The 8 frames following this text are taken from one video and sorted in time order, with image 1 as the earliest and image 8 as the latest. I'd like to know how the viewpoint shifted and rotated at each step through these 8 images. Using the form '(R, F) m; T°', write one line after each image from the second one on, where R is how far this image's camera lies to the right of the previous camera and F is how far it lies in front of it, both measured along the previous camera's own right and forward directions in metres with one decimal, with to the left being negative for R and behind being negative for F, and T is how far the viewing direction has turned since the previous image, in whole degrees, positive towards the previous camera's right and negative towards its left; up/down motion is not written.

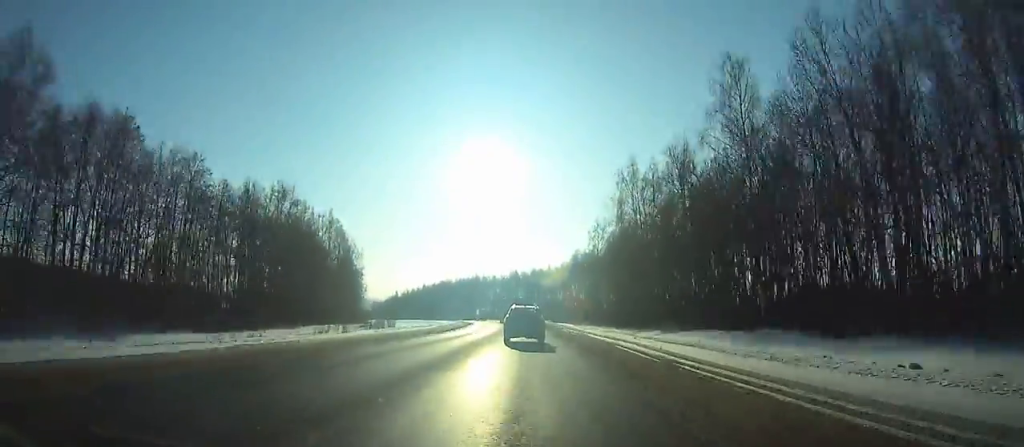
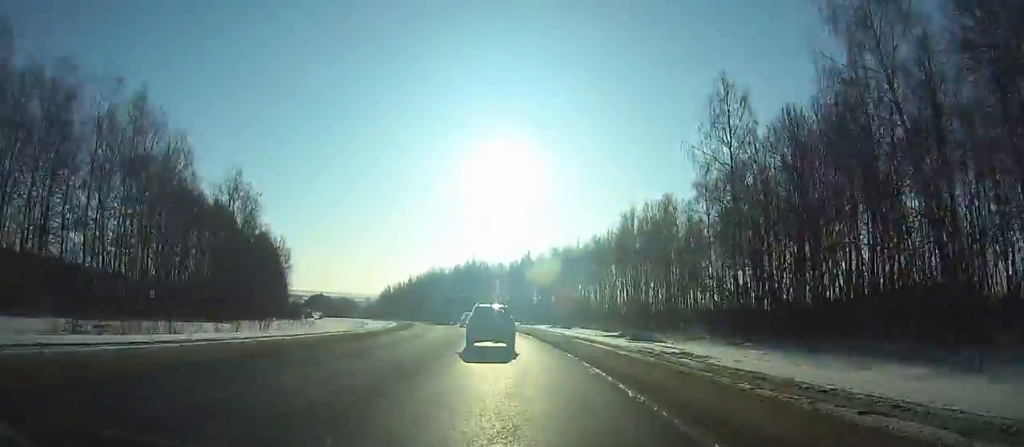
(-0.4, +71.1) m; -4°
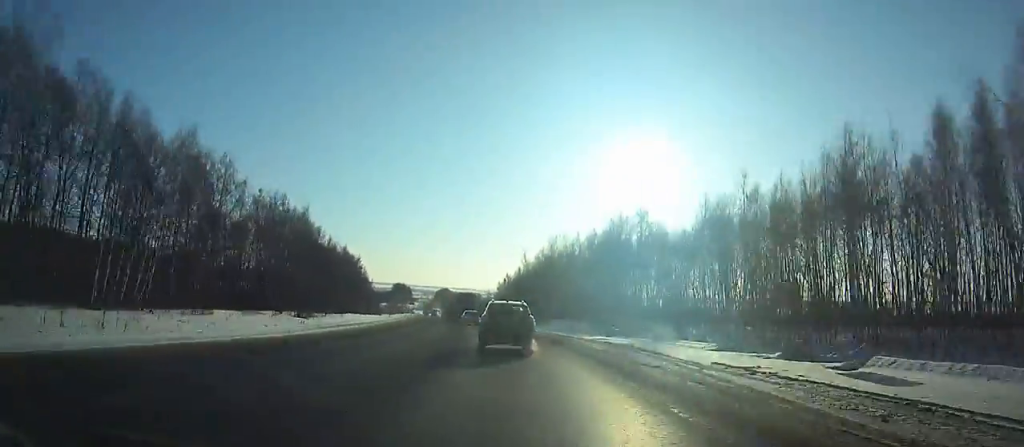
(-7.3, +77.5) m; -11°
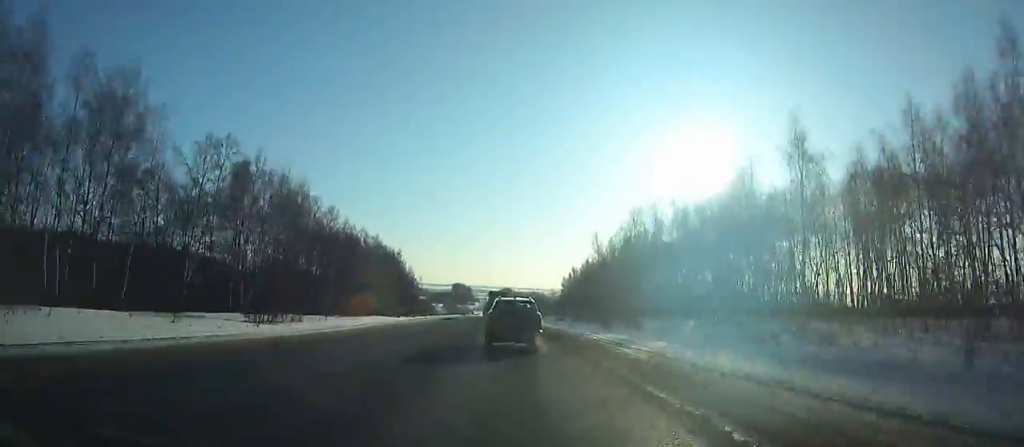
(-2.4, +35.3) m; -5°
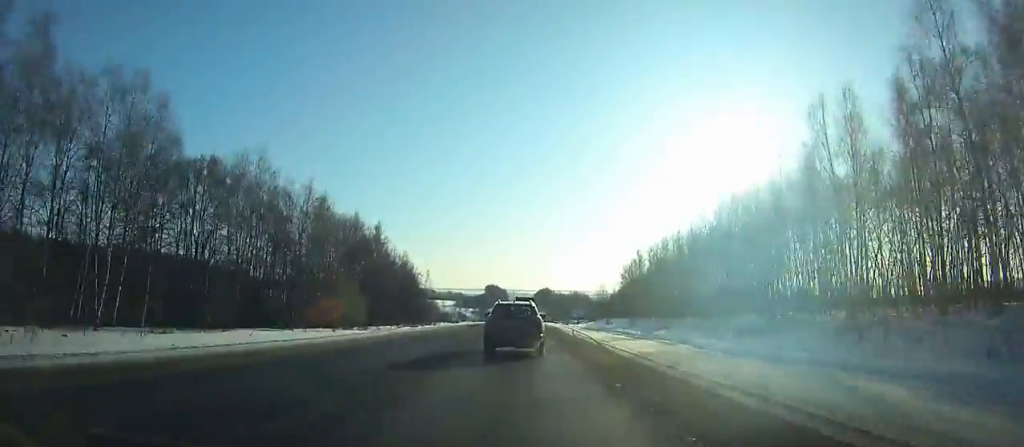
(-5.2, +74.2) m; -5°
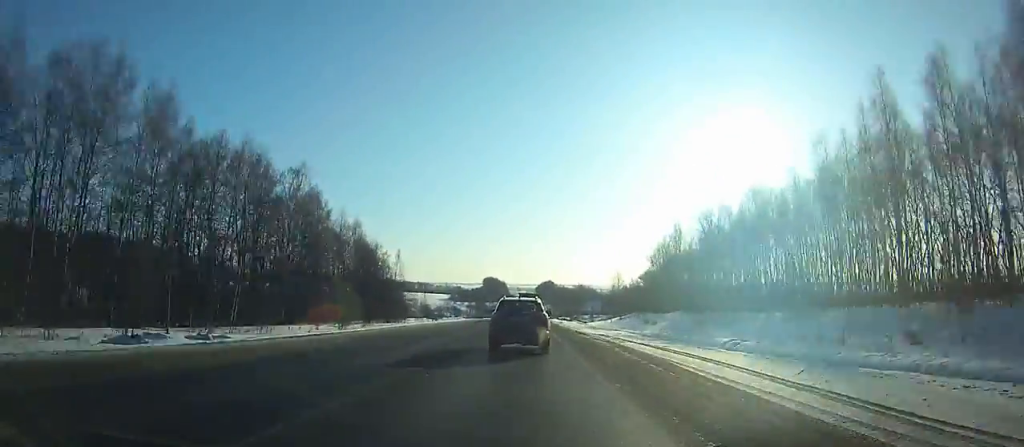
(-0.2, +47.7) m; 0°
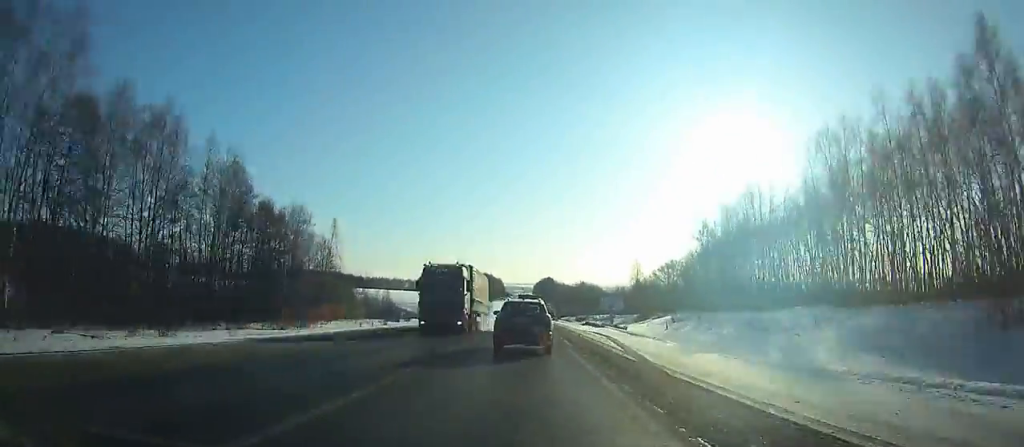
(+0.1, +50.1) m; 0°
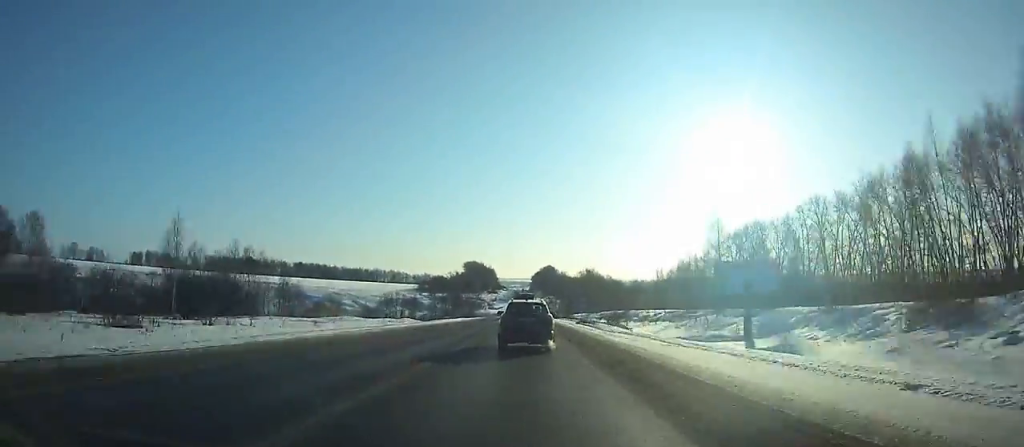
(+0.5, +91.6) m; 0°
